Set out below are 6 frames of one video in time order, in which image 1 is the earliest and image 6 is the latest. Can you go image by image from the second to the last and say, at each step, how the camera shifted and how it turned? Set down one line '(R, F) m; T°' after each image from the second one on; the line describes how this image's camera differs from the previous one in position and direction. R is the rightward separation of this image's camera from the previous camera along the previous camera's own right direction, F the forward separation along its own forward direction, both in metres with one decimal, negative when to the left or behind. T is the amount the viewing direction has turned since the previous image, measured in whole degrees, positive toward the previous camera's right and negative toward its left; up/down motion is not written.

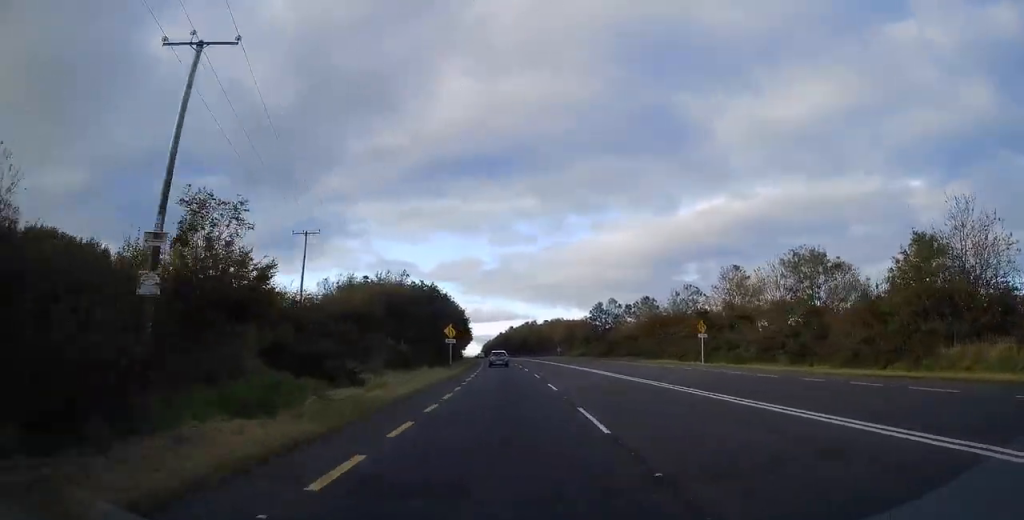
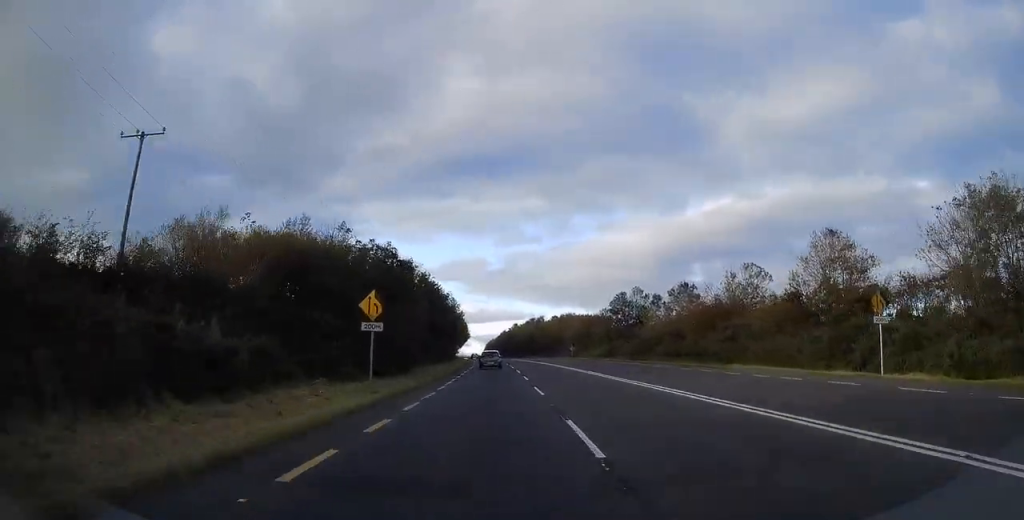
(-0.2, +24.1) m; -1°
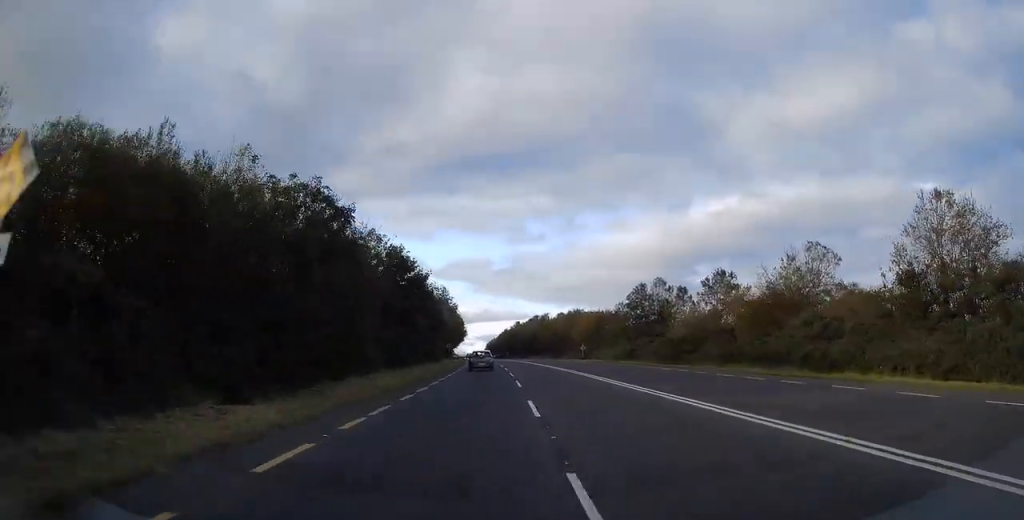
(0.0, +15.7) m; 0°
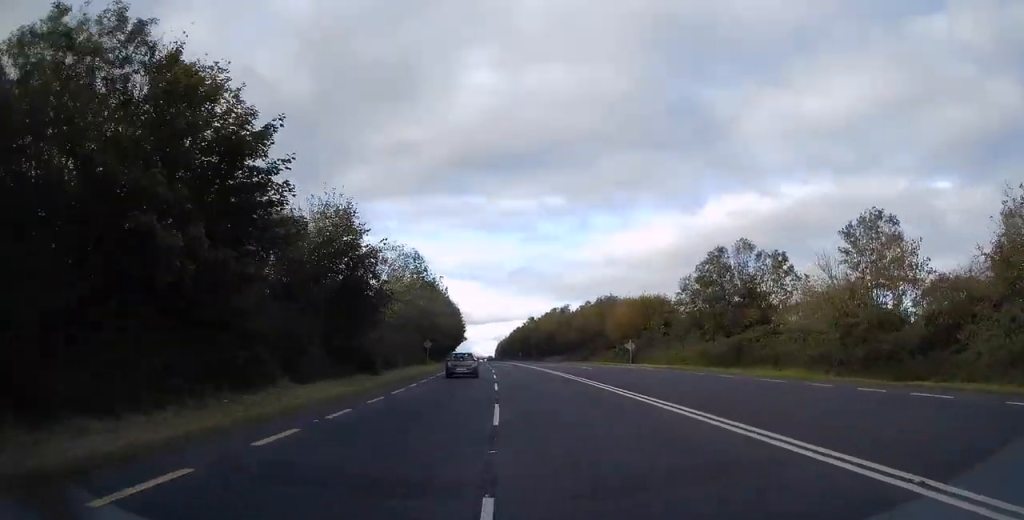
(-0.3, +32.5) m; -1°
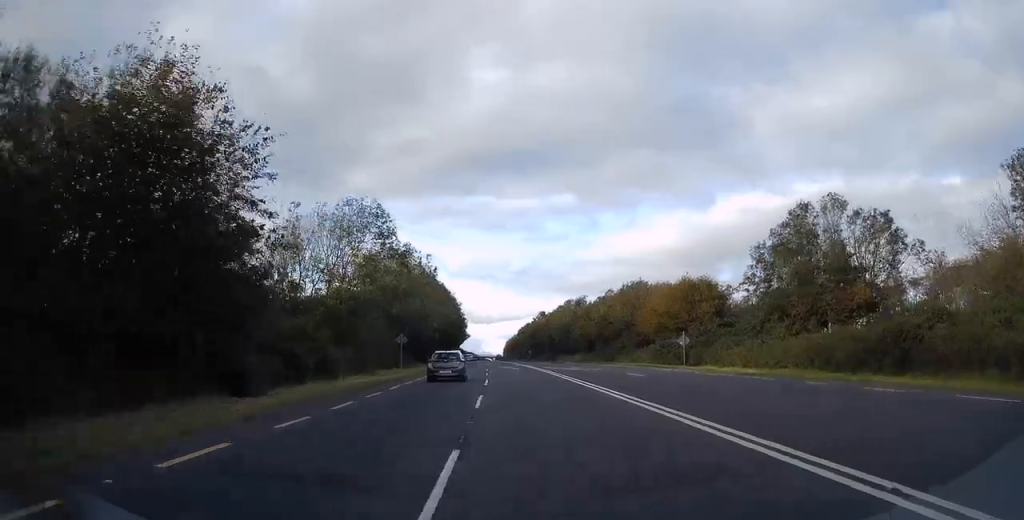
(0.0, +17.9) m; -1°
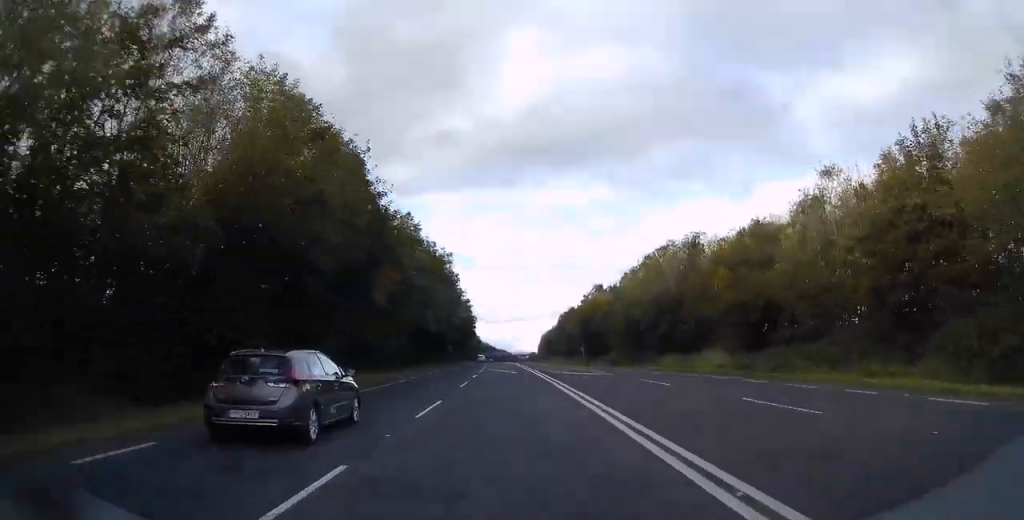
(-1.4, +63.4) m; -3°
